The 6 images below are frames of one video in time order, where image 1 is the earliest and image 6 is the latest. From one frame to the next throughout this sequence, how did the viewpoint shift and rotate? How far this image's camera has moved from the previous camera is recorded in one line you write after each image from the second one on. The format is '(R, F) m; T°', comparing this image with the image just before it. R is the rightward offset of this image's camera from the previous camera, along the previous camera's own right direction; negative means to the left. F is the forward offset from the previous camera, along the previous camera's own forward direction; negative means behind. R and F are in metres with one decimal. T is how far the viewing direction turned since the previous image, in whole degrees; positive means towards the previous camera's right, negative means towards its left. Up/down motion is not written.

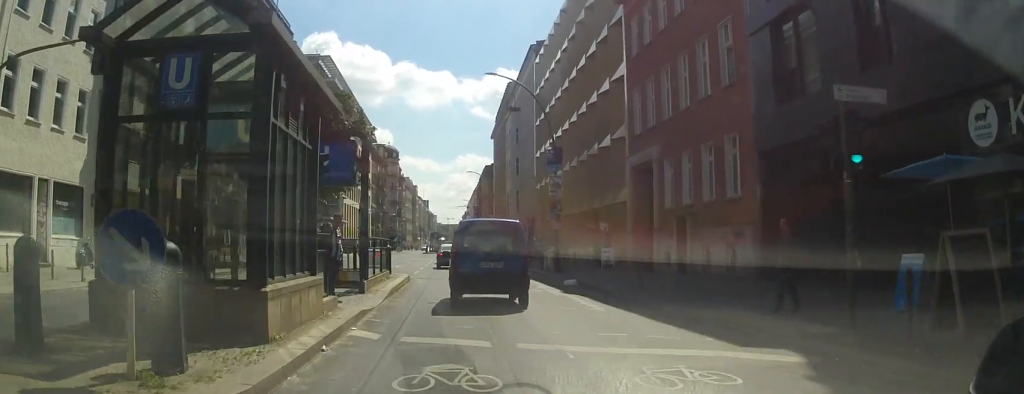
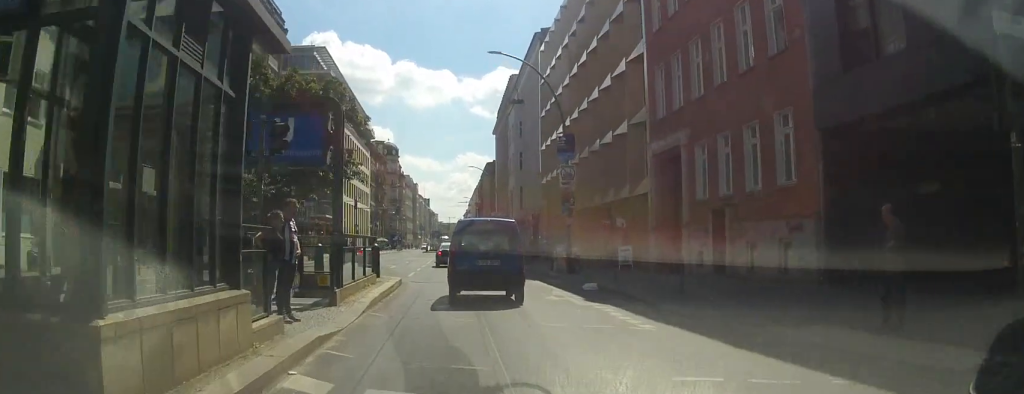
(0.0, +3.9) m; 0°
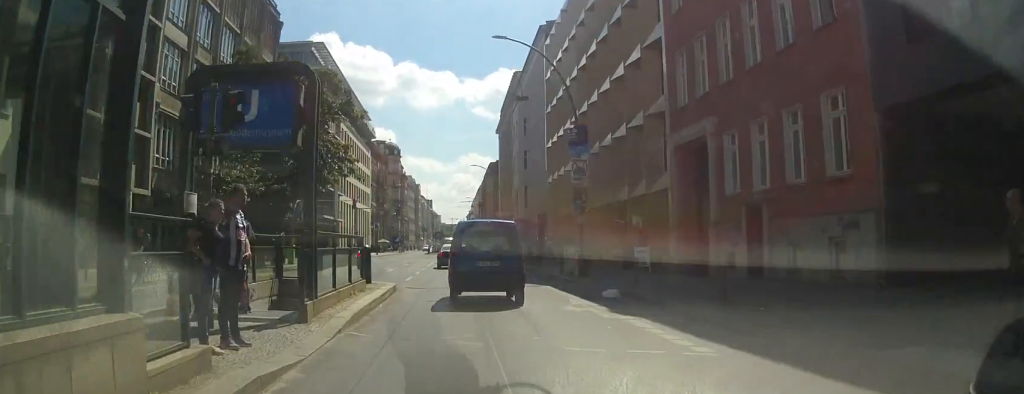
(0.0, +2.5) m; 0°
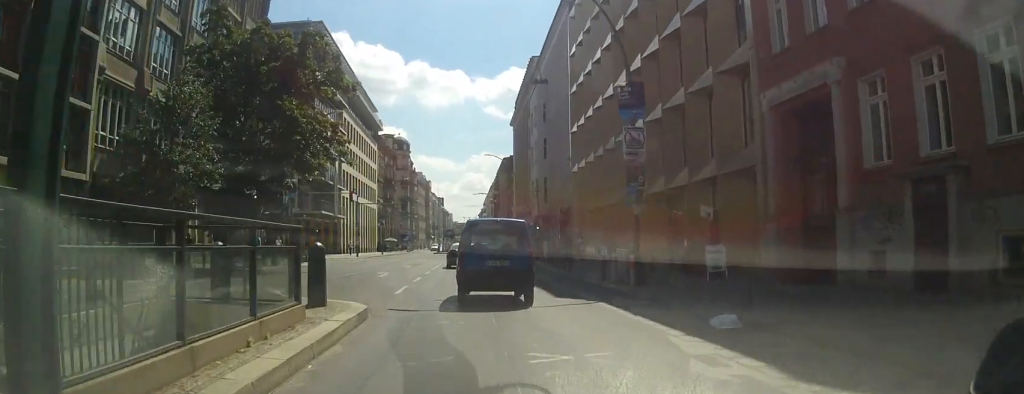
(-0.1, +7.3) m; -1°
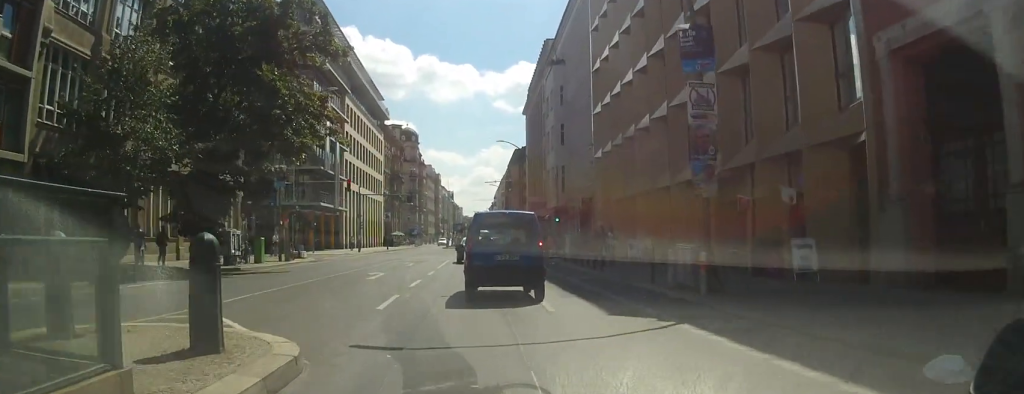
(0.0, +5.4) m; +2°
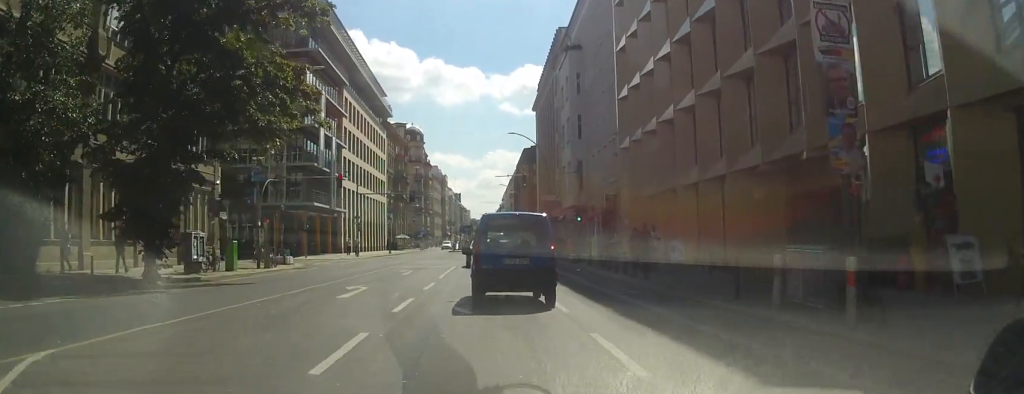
(+0.2, +6.0) m; +3°
